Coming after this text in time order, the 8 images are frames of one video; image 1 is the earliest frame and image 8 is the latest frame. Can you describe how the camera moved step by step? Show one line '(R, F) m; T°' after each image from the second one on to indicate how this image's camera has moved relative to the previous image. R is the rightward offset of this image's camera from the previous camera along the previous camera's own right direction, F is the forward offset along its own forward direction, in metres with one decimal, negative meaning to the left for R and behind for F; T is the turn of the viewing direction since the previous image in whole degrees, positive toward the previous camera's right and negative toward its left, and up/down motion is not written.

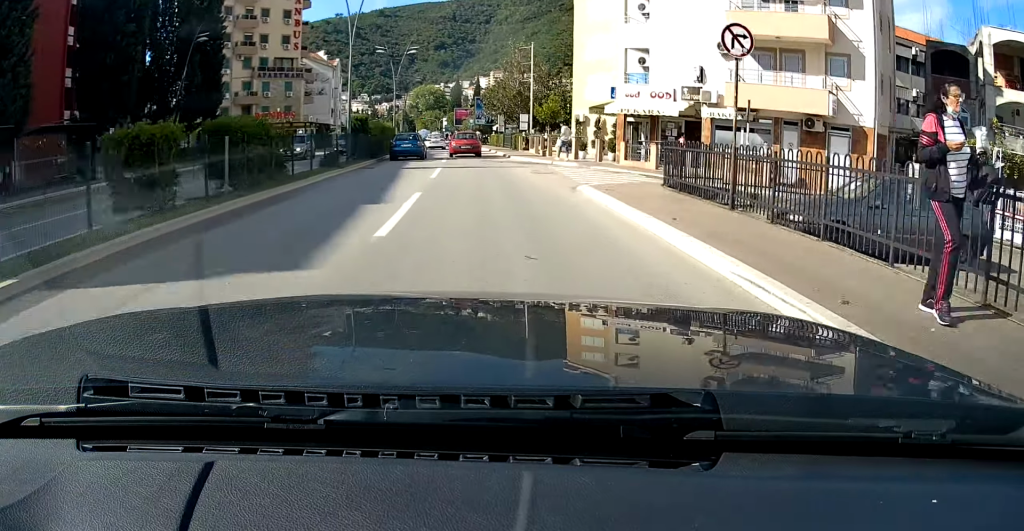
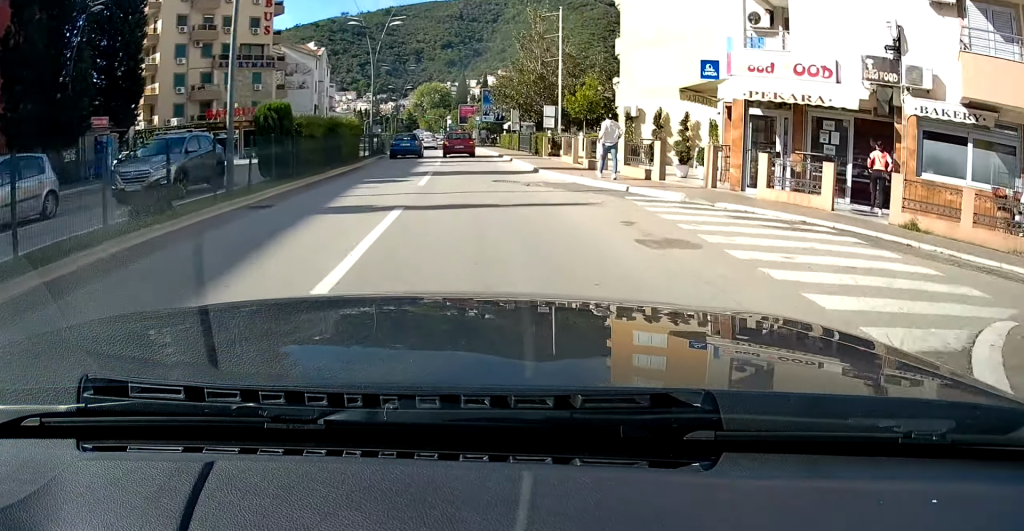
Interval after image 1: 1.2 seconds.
(-0.1, +13.5) m; -1°
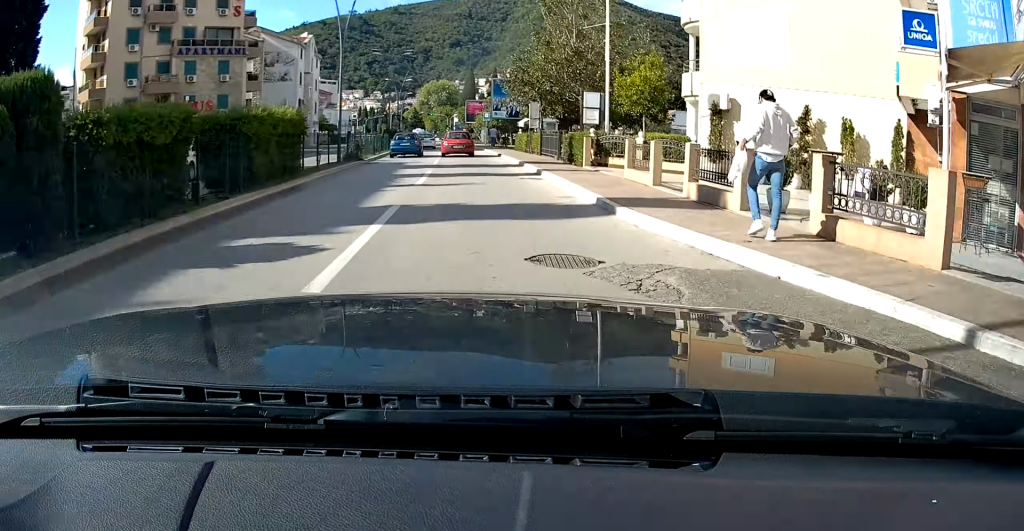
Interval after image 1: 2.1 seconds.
(-0.2, +10.7) m; -1°
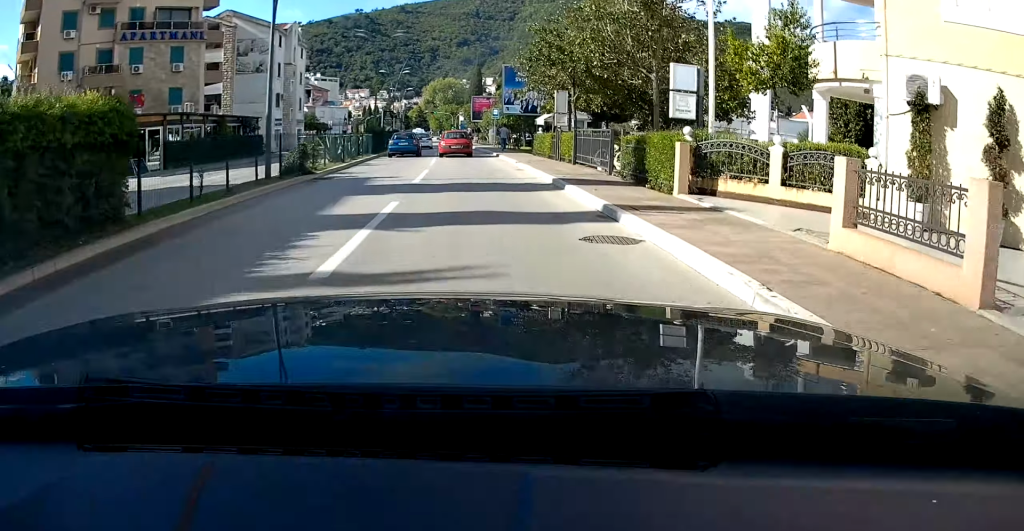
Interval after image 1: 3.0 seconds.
(-0.1, +10.1) m; -1°
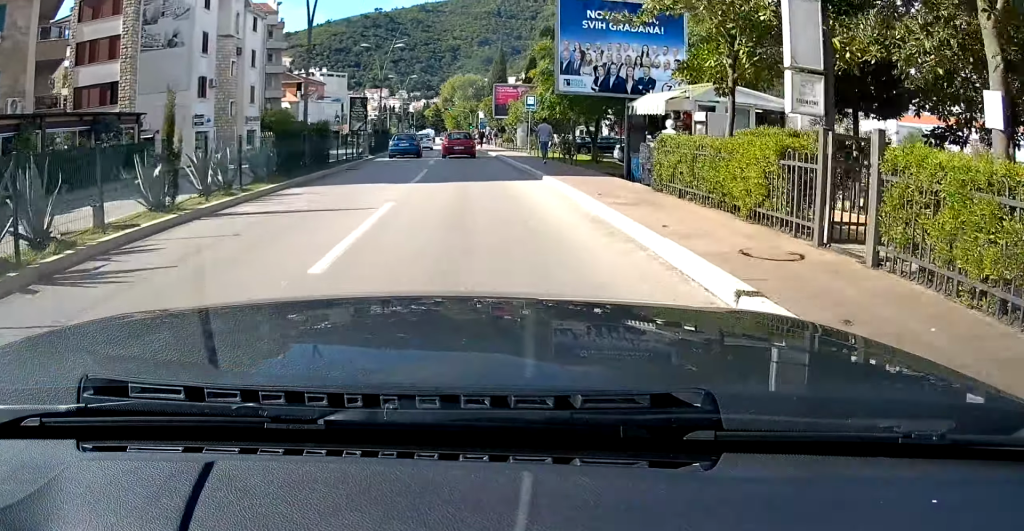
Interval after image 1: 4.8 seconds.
(0.0, +20.9) m; -1°
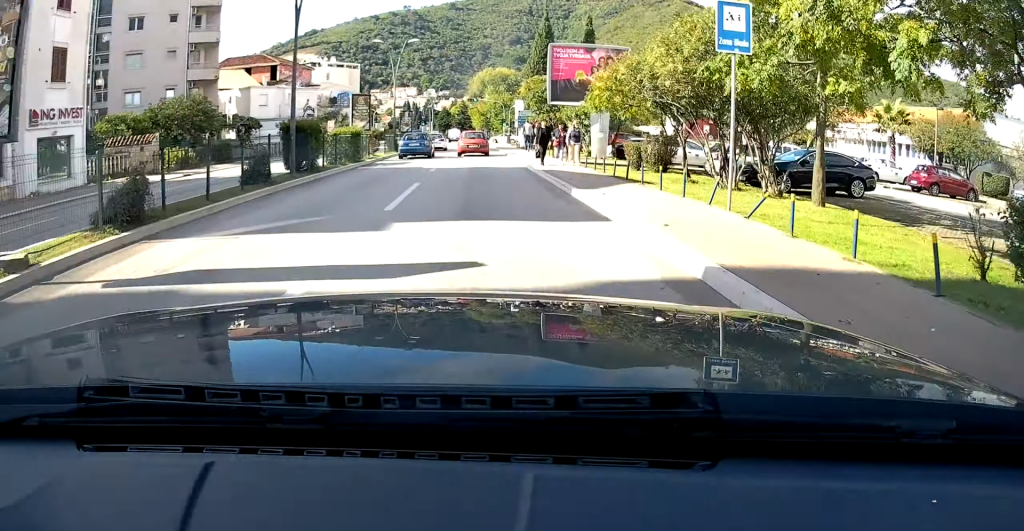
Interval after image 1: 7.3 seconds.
(-0.5, +27.3) m; -2°
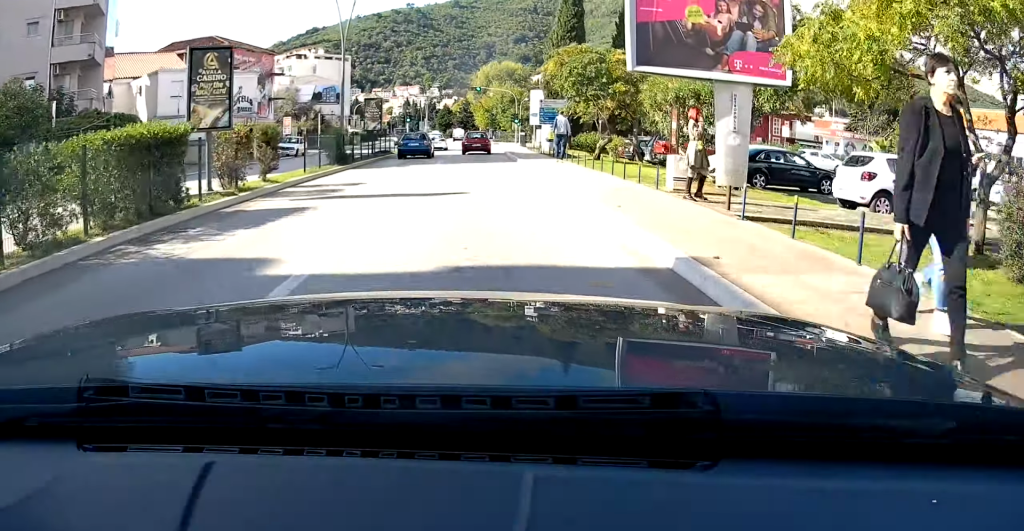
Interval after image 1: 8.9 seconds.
(-0.2, +17.4) m; -1°
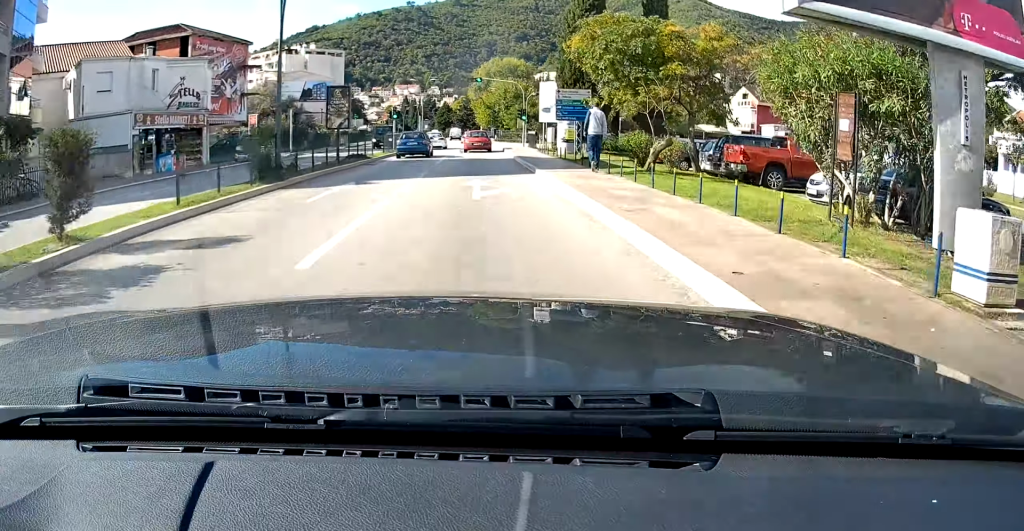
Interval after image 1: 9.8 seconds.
(0.0, +8.0) m; 0°
